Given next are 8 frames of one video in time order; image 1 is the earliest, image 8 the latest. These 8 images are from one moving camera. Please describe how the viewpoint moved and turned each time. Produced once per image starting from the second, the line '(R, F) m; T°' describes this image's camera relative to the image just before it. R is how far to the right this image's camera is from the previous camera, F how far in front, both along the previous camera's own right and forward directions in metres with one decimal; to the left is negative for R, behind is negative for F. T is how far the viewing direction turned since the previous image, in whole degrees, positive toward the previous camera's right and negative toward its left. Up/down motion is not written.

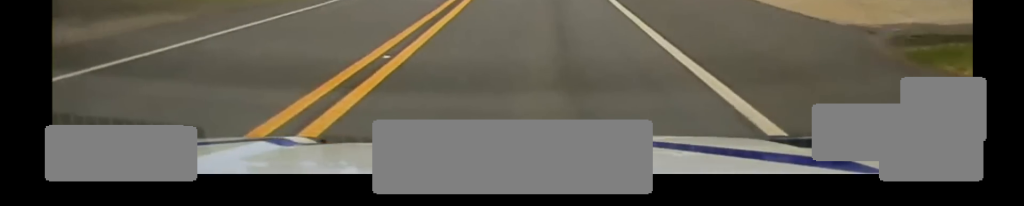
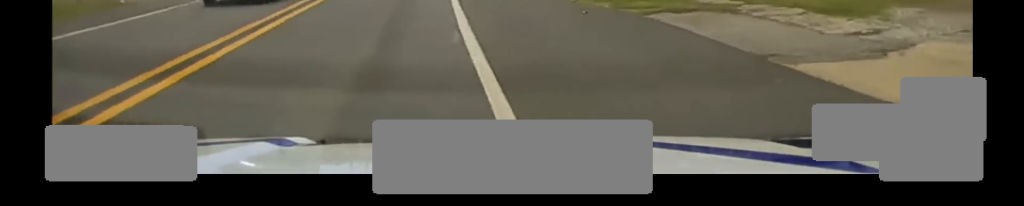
(+0.7, +10.1) m; +1°
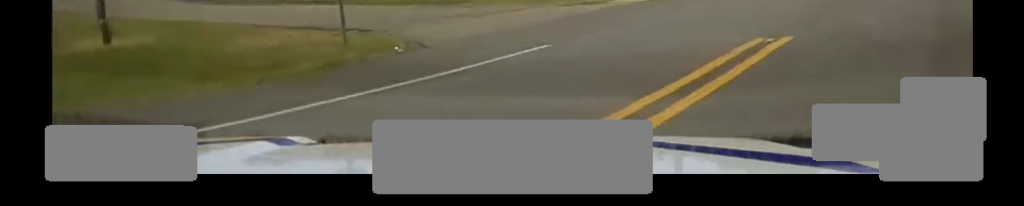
(-2.4, +12.5) m; -42°
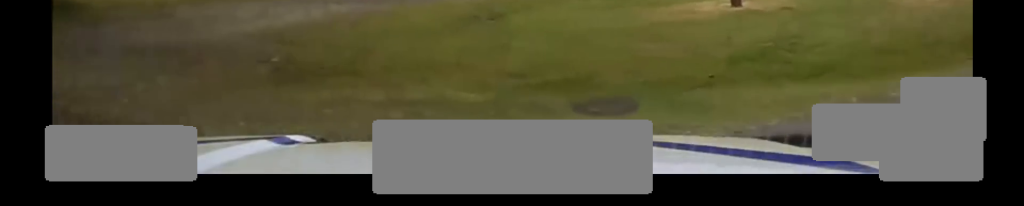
(-1.0, +3.2) m; -44°
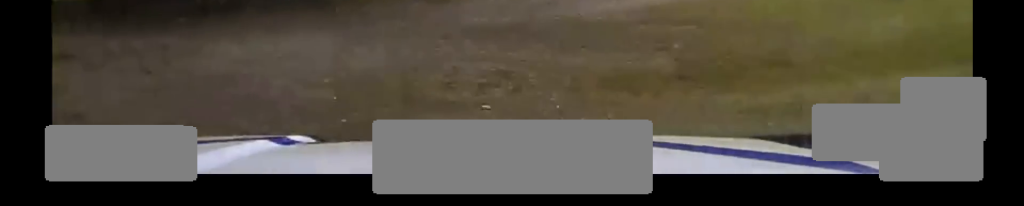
(-0.2, +2.0) m; -28°
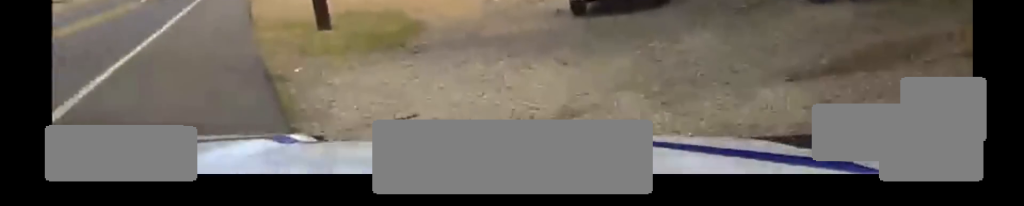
(-2.5, +5.0) m; -54°
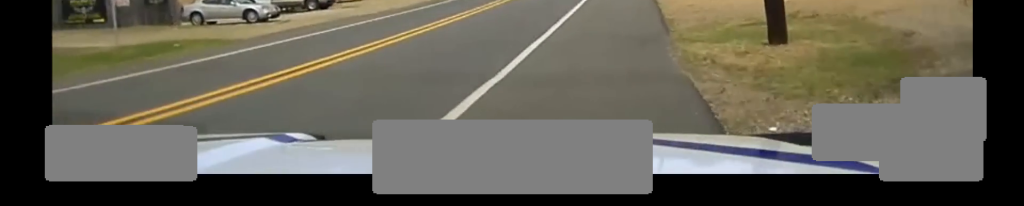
(-1.9, +5.3) m; -16°
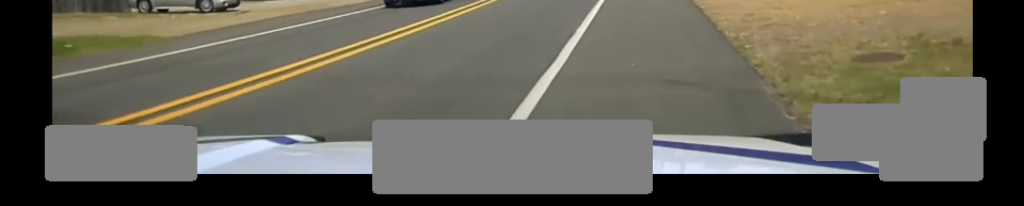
(-0.7, +7.3) m; -5°
